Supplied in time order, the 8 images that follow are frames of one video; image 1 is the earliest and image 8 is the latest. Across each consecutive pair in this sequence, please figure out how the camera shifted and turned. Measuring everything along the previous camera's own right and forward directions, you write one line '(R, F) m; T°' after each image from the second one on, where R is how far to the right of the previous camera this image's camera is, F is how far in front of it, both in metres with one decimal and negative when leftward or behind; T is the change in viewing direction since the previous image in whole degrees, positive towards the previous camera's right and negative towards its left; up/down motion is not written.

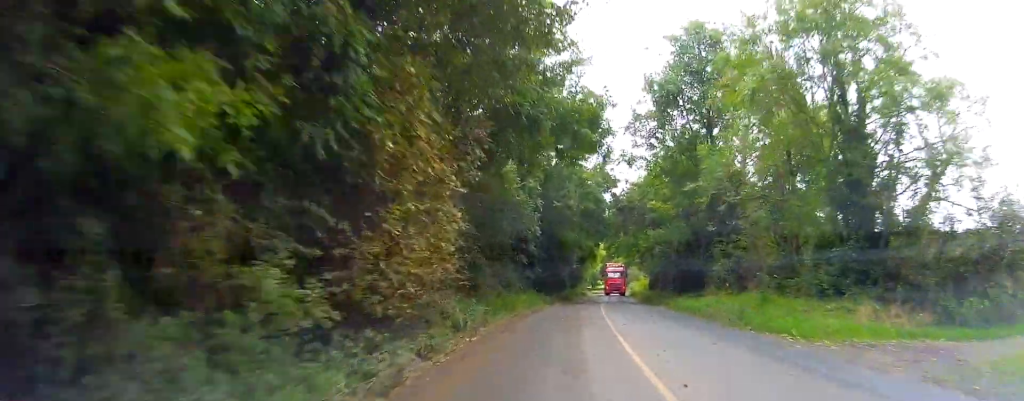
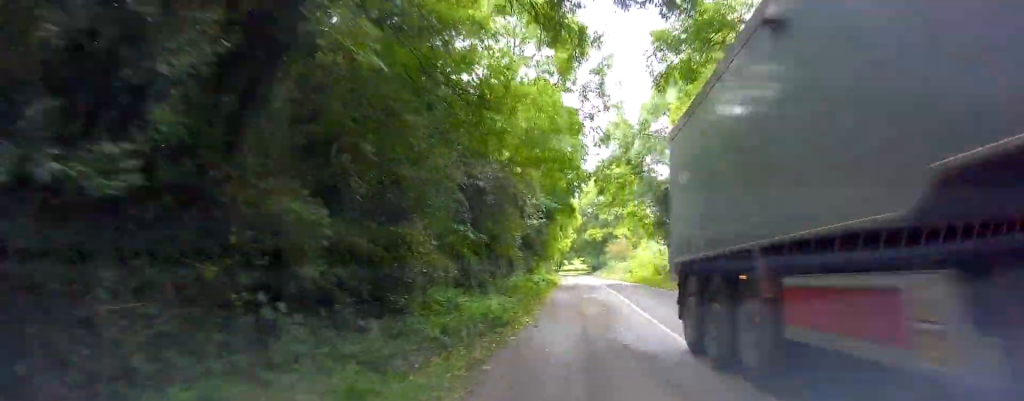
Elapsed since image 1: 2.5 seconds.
(+1.6, +37.0) m; +5°
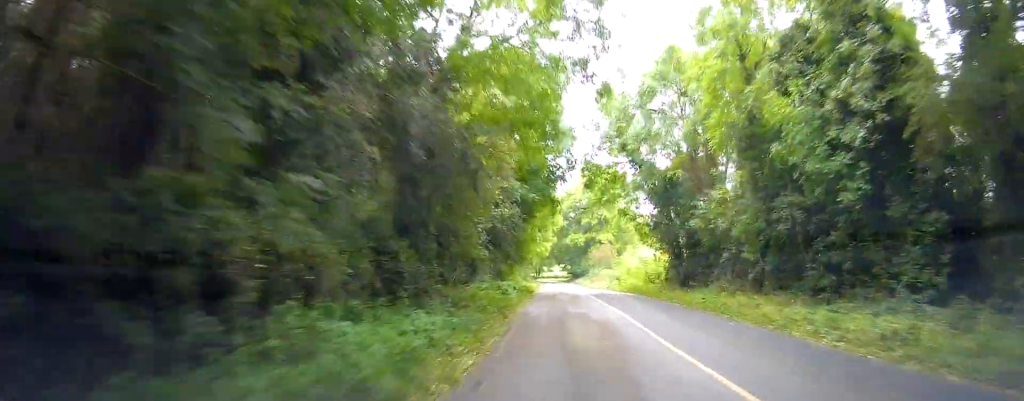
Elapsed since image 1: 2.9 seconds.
(+0.1, +6.7) m; +1°
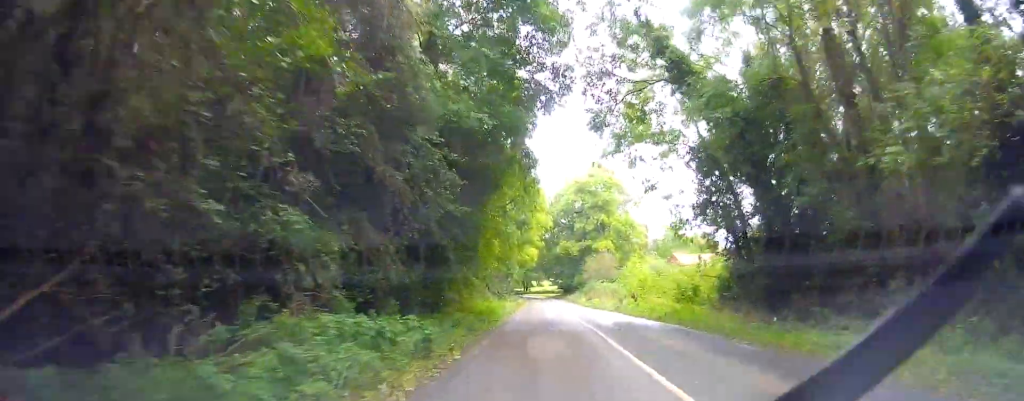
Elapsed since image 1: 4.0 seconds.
(+0.1, +15.8) m; +2°
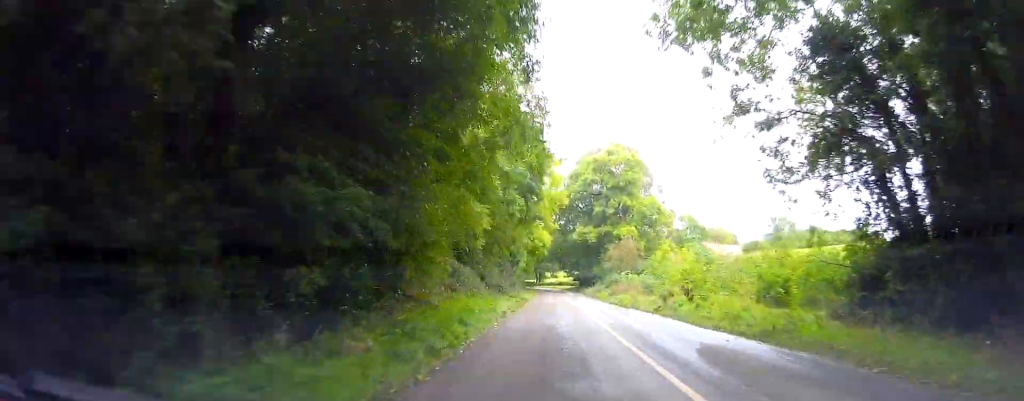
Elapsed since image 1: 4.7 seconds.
(+0.3, +10.1) m; -1°
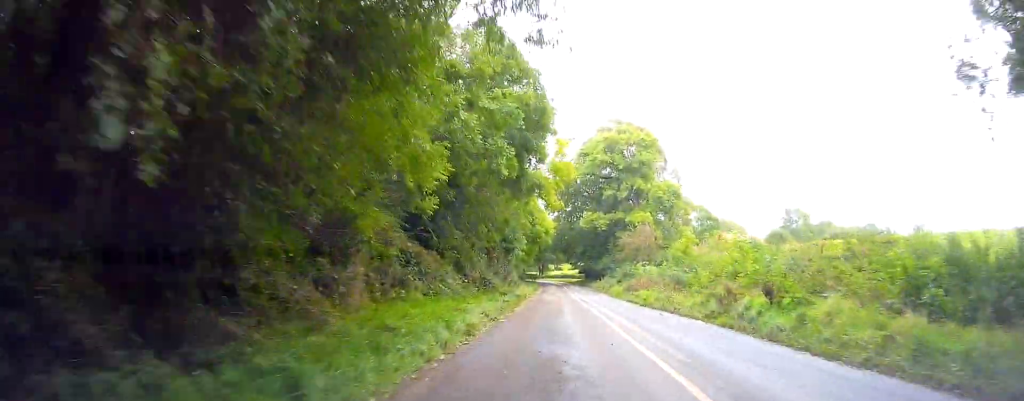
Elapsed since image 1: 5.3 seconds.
(-0.1, +8.2) m; -1°
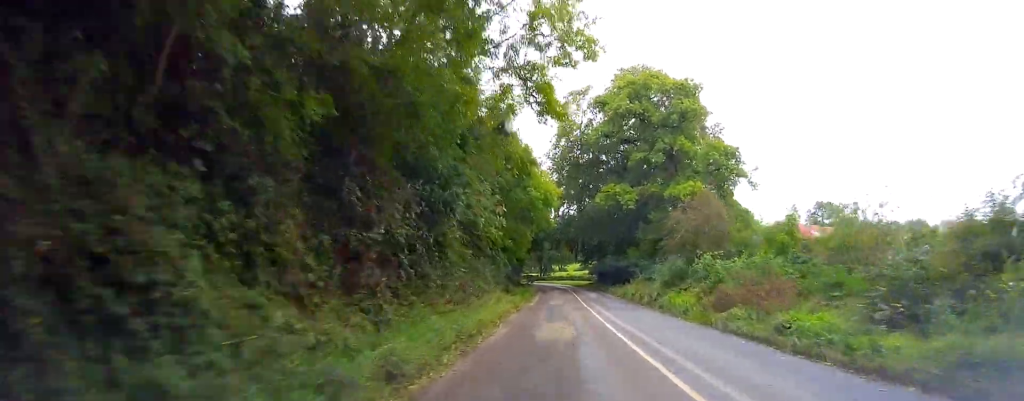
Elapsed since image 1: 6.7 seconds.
(-0.5, +20.9) m; 0°
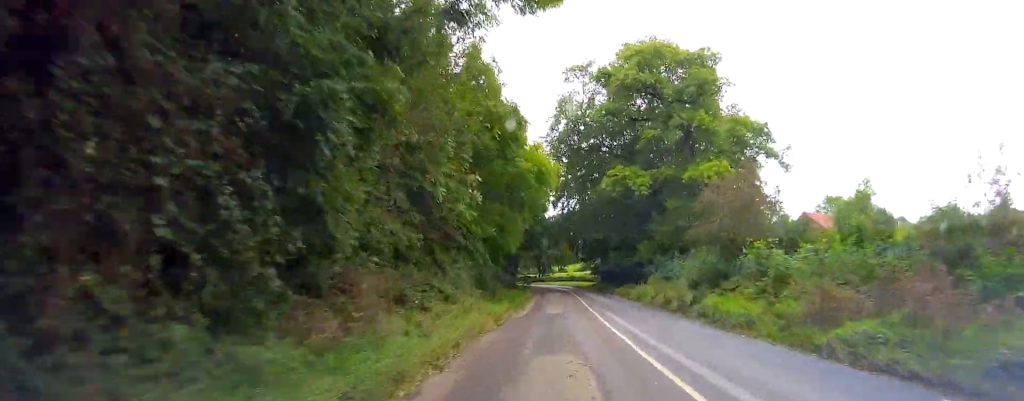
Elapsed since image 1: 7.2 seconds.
(+0.1, +7.1) m; 0°
